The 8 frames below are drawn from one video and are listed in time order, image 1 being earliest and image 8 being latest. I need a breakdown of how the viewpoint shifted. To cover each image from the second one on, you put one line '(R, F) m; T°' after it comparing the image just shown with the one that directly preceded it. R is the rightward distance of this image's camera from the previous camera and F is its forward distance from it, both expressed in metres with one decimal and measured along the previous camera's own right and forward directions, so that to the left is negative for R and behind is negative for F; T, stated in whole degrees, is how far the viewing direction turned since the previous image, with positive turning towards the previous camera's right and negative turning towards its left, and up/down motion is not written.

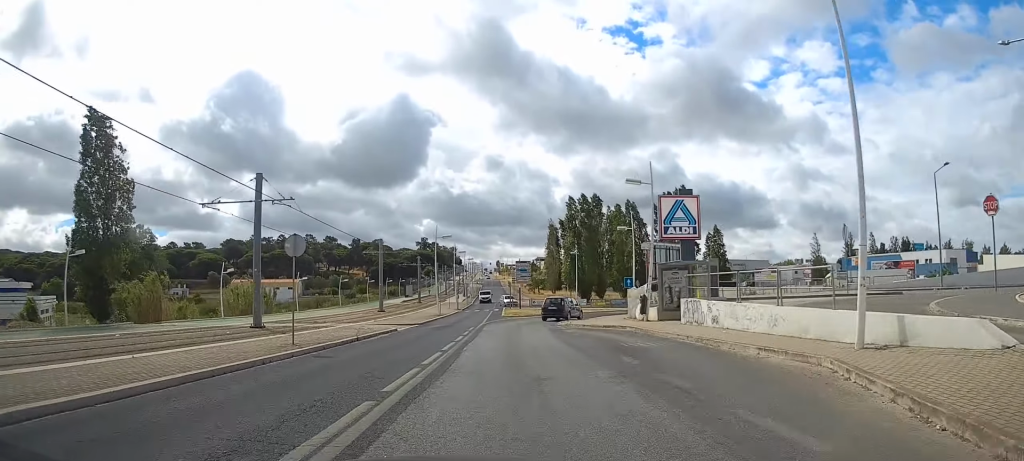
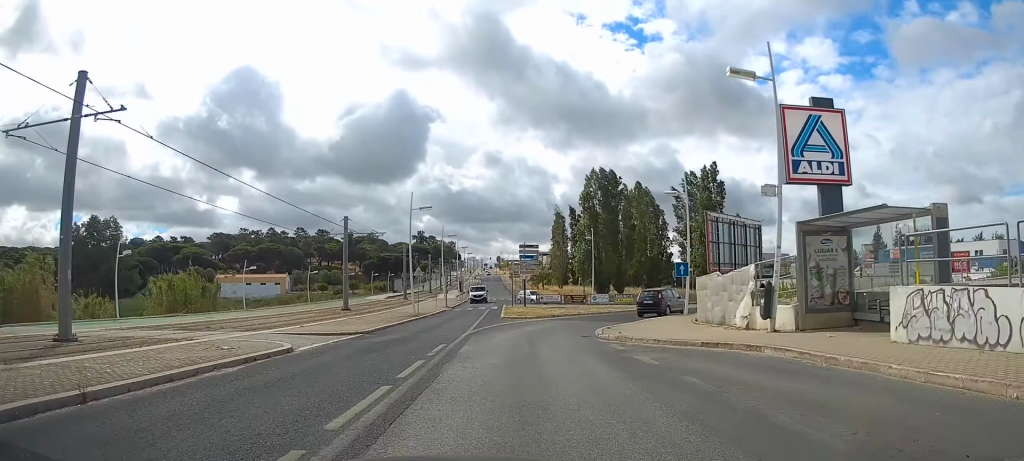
(0.0, +14.5) m; 0°
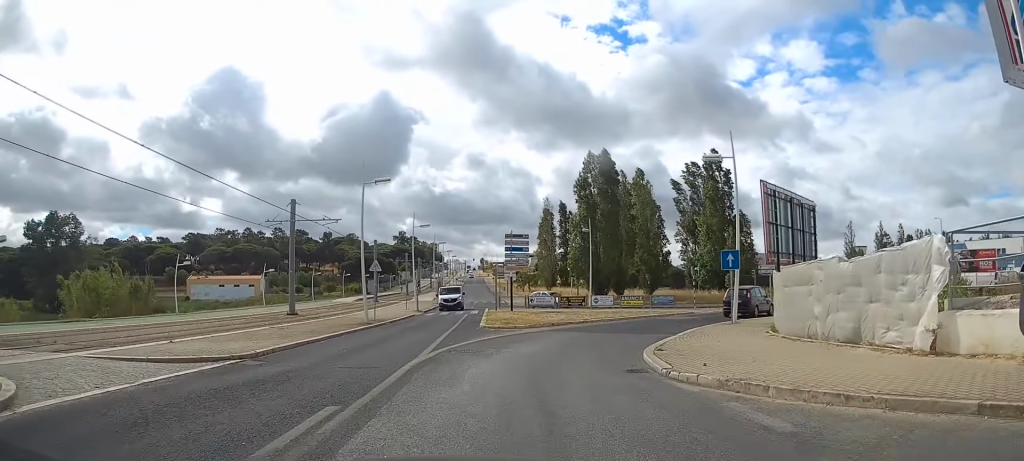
(0.0, +9.3) m; +3°
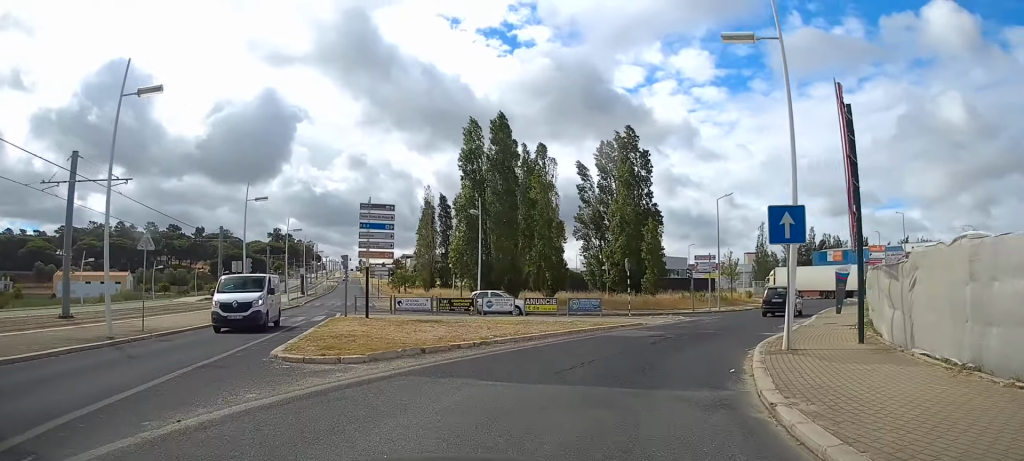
(+0.7, +11.8) m; +12°
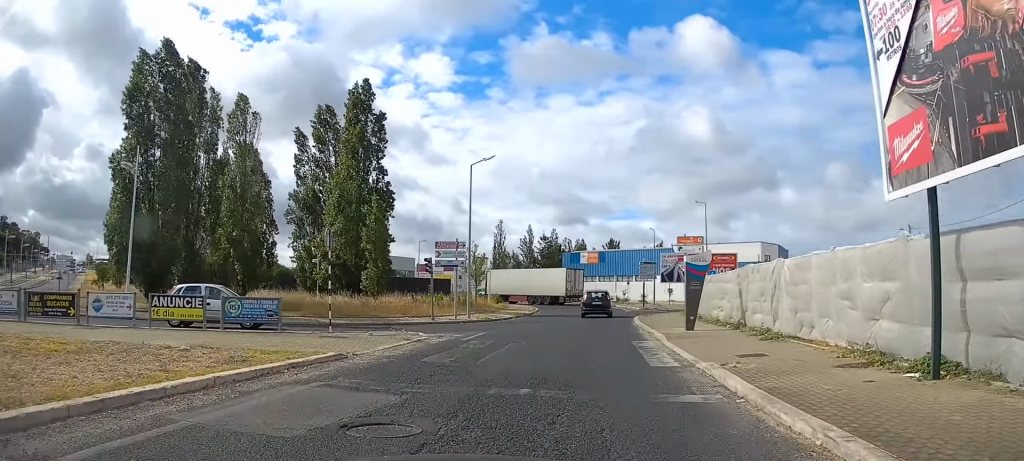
(+2.0, +11.1) m; +19°
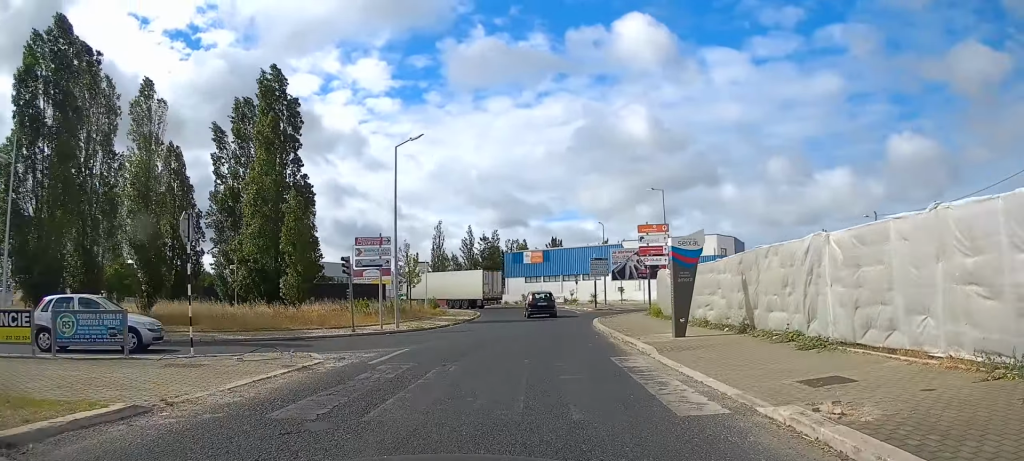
(+0.3, +4.2) m; +5°
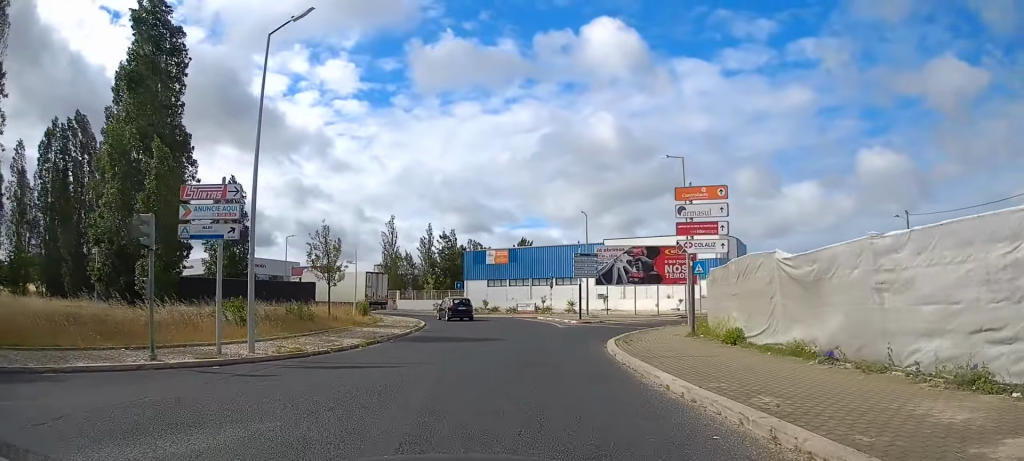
(+0.9, +12.0) m; +6°
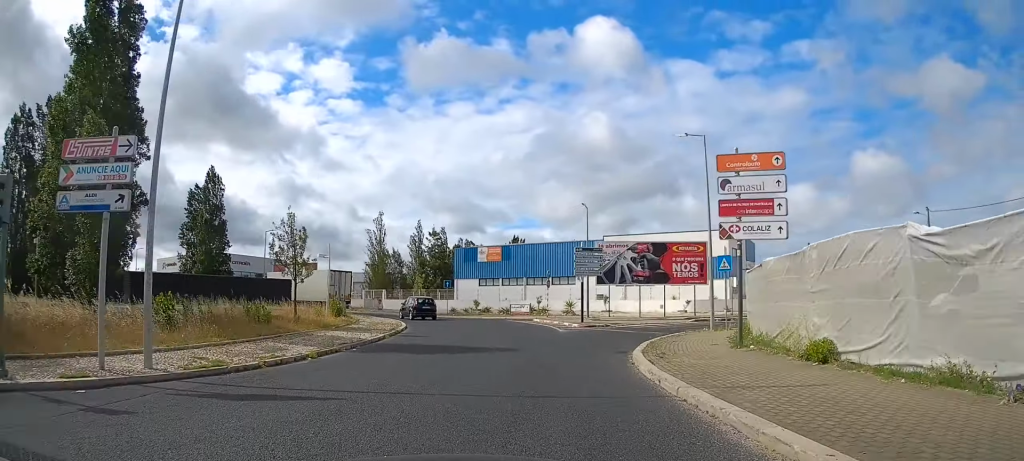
(0.0, +4.4) m; +1°
